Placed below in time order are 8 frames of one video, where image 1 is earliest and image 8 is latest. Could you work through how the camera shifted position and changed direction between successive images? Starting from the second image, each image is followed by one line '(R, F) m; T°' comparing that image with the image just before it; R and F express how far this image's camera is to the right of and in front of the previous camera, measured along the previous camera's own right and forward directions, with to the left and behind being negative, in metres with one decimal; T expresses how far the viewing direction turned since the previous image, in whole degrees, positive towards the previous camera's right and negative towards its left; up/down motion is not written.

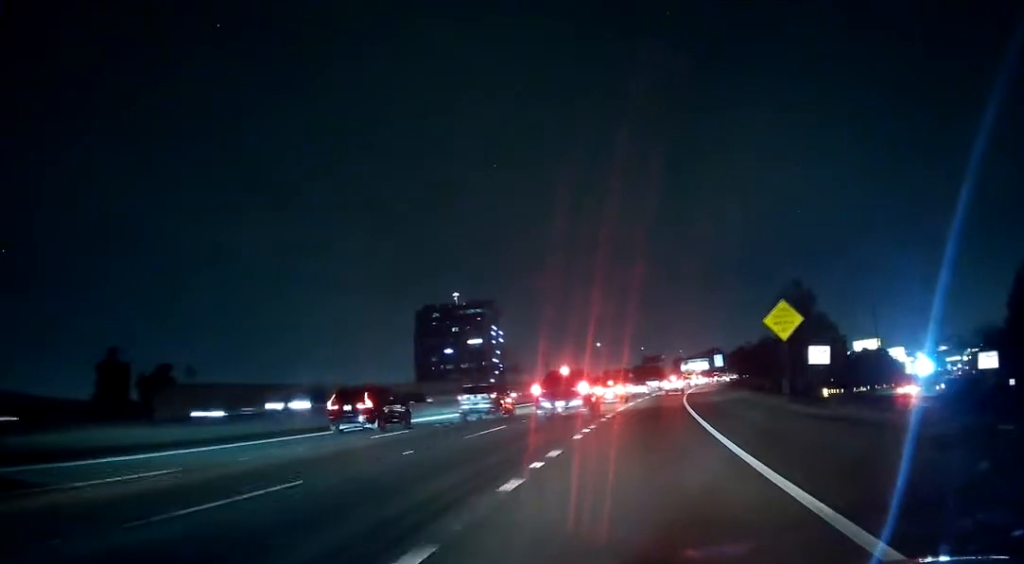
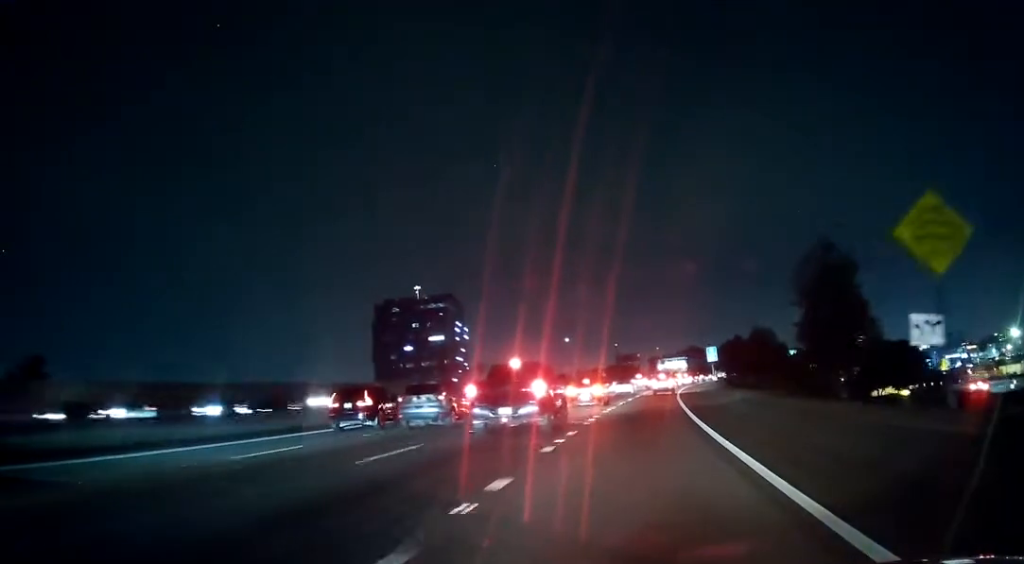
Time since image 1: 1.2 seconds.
(+0.4, +22.5) m; +2°
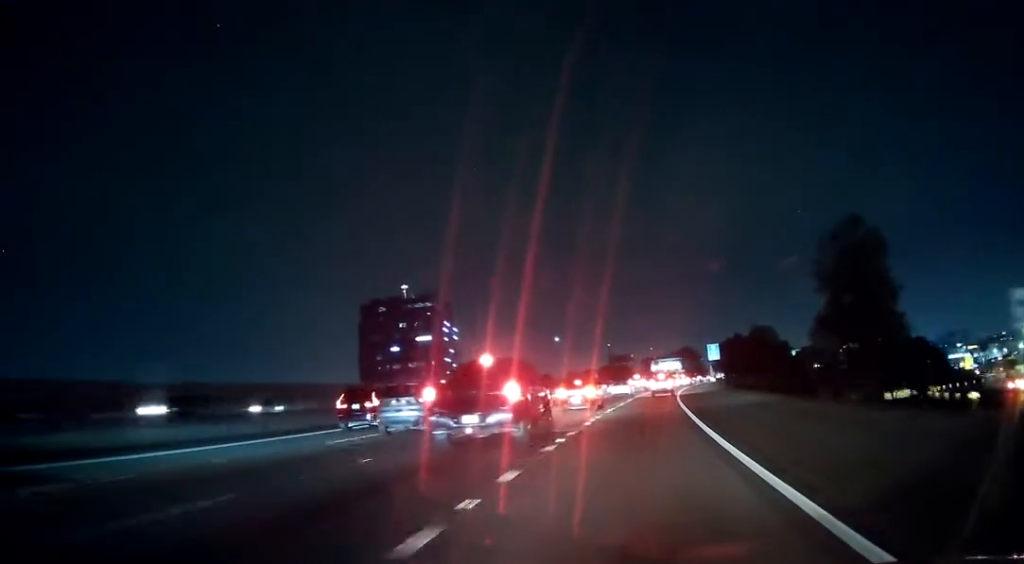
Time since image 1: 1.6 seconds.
(+0.1, +8.2) m; 0°
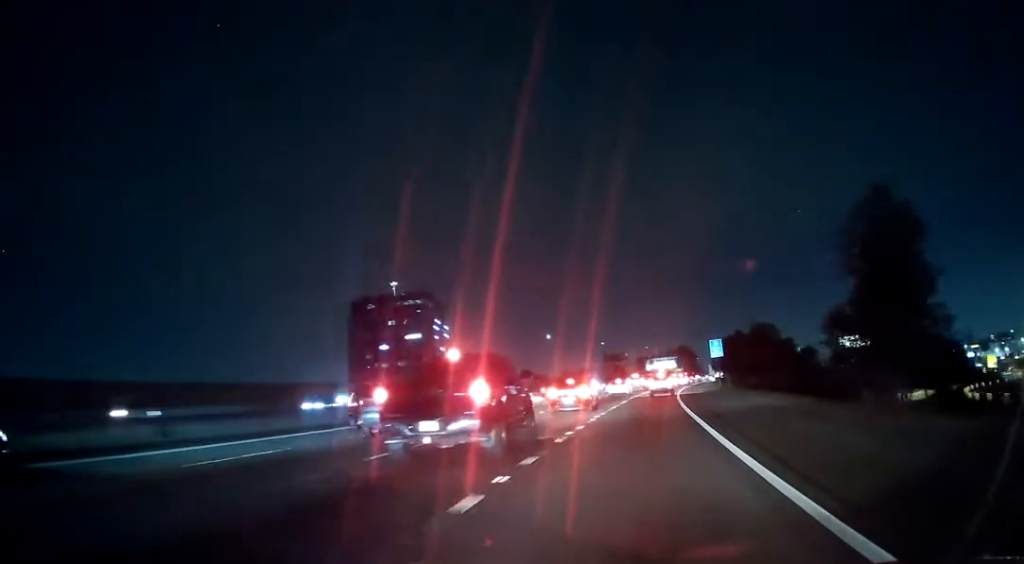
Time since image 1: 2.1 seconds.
(+0.1, +7.6) m; 0°
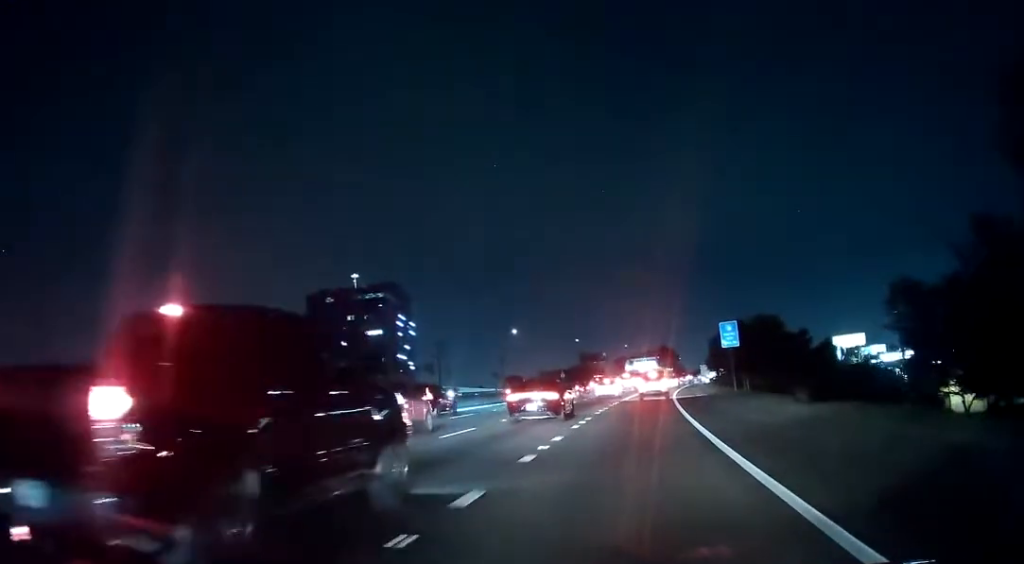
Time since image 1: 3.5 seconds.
(+0.2, +21.8) m; +2°
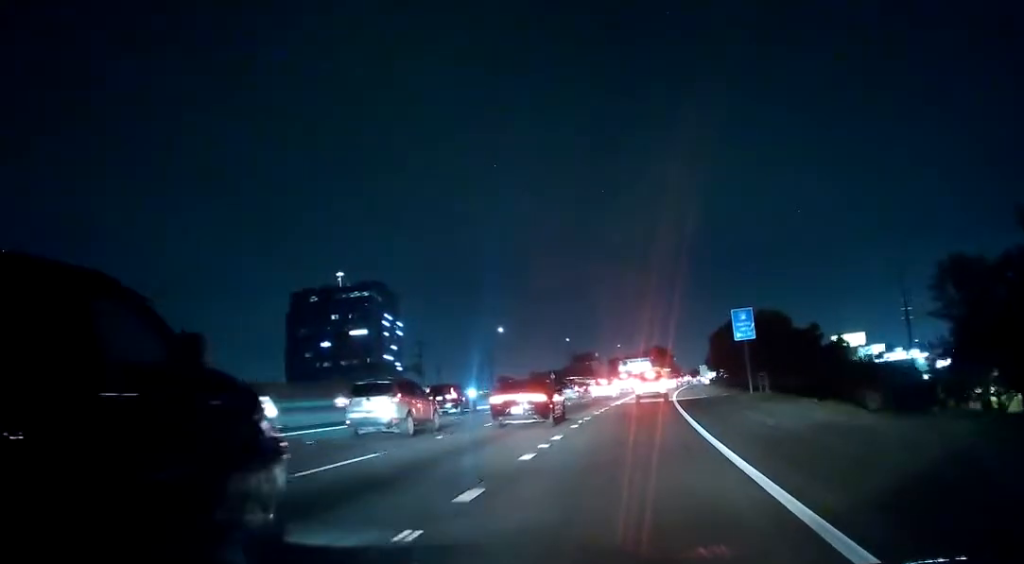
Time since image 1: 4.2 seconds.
(+0.1, +8.9) m; +1°
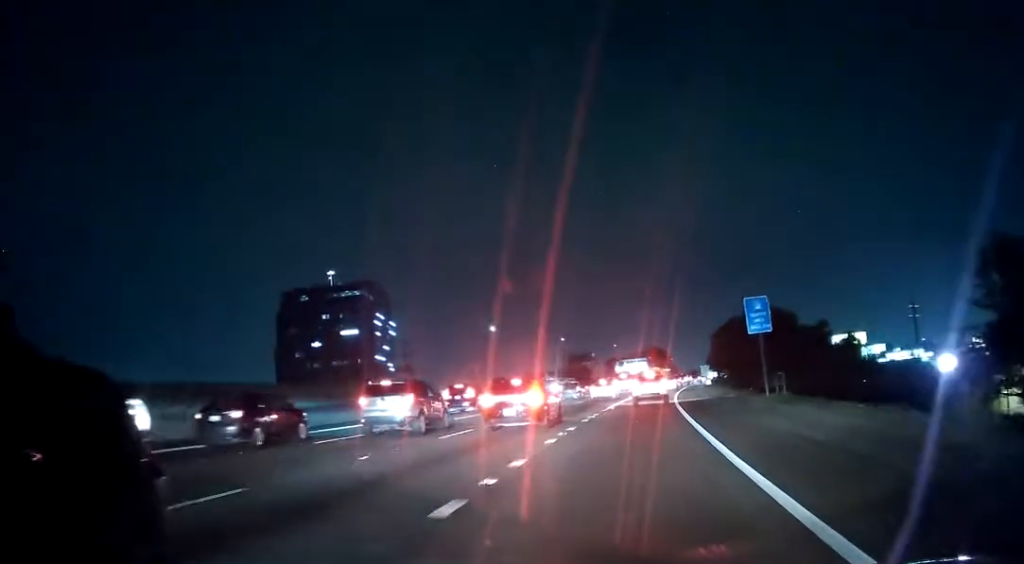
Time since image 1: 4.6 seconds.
(0.0, +5.0) m; 0°
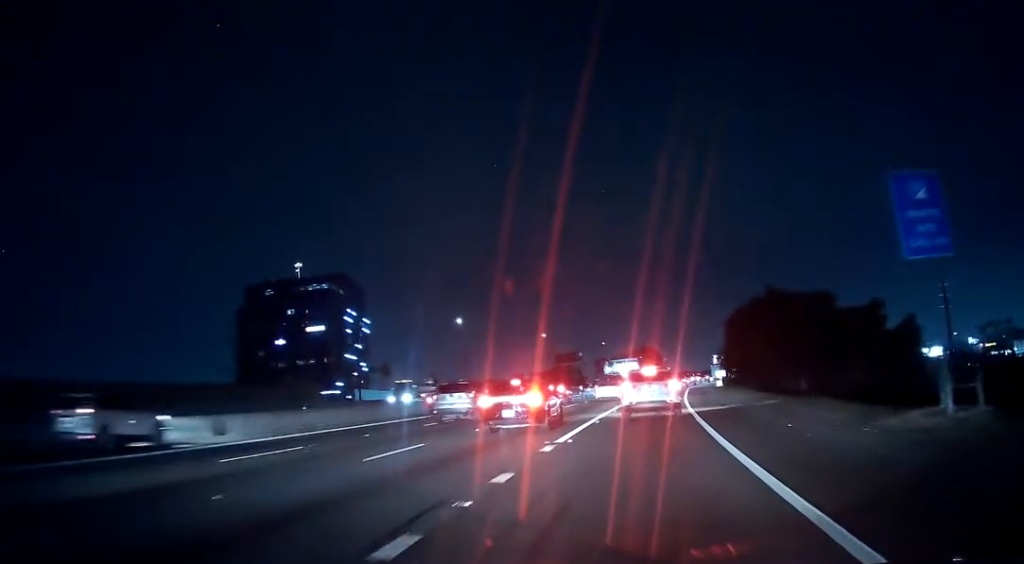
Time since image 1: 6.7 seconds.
(-0.3, +19.1) m; -2°
